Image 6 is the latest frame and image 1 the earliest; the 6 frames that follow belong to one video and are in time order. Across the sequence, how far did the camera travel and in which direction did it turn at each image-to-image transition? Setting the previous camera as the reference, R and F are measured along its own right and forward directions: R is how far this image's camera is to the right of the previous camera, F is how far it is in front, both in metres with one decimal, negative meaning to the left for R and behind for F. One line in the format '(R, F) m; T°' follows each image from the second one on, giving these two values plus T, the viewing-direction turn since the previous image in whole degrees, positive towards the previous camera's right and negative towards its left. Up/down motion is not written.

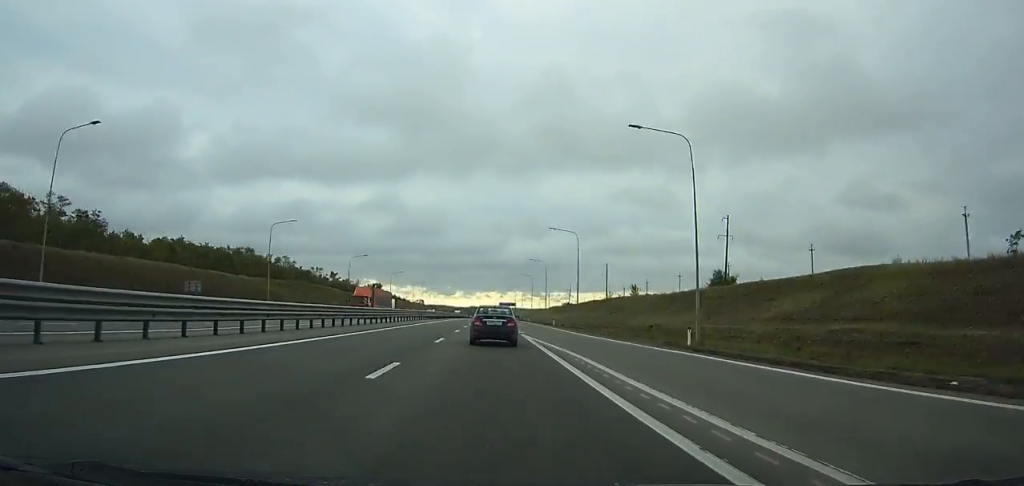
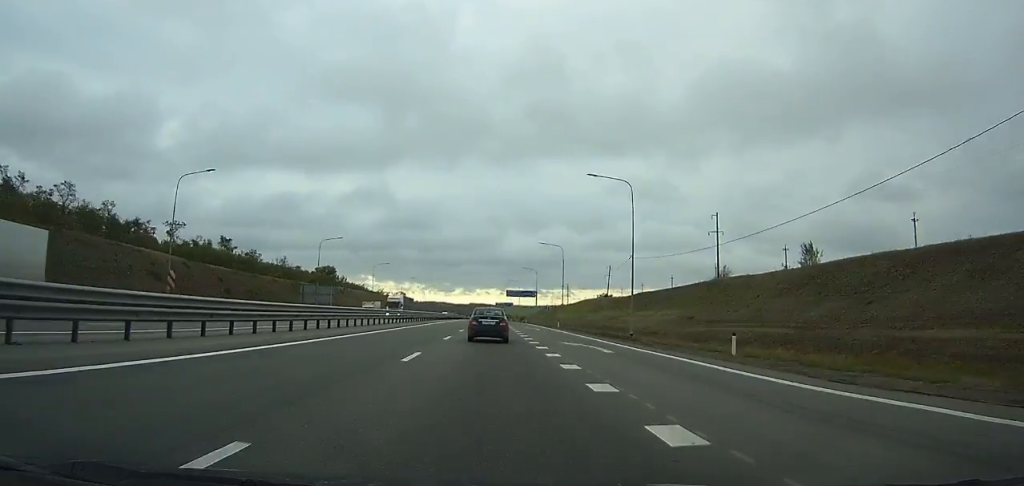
(+0.3, +103.2) m; 0°
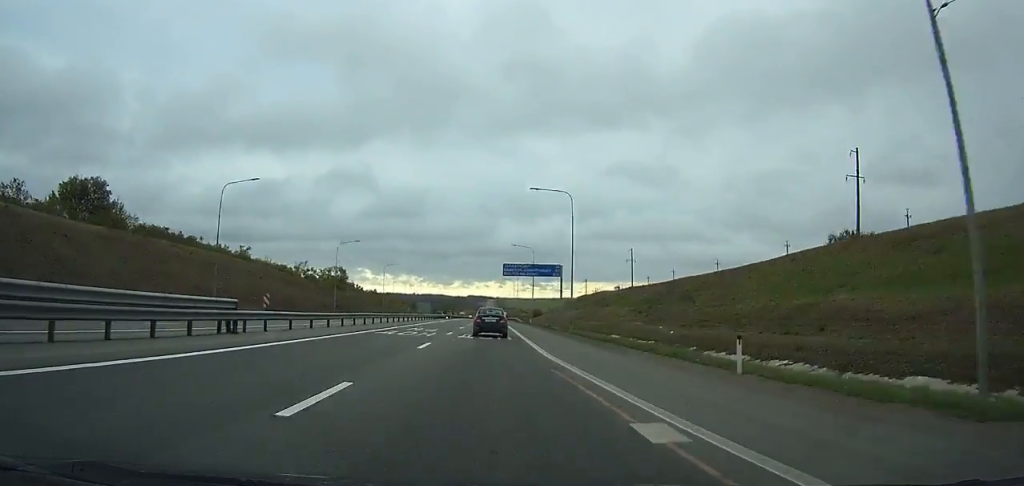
(-0.1, +147.9) m; 0°
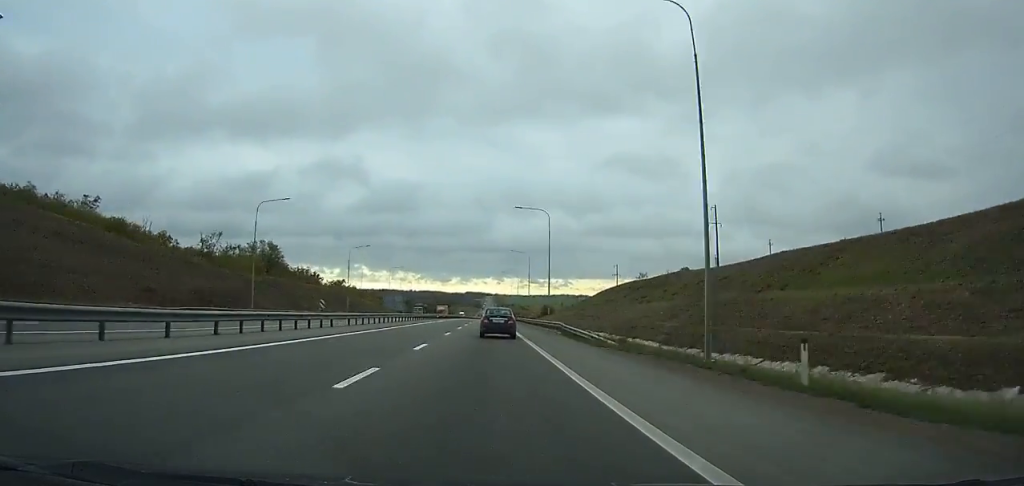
(0.0, +69.7) m; 0°
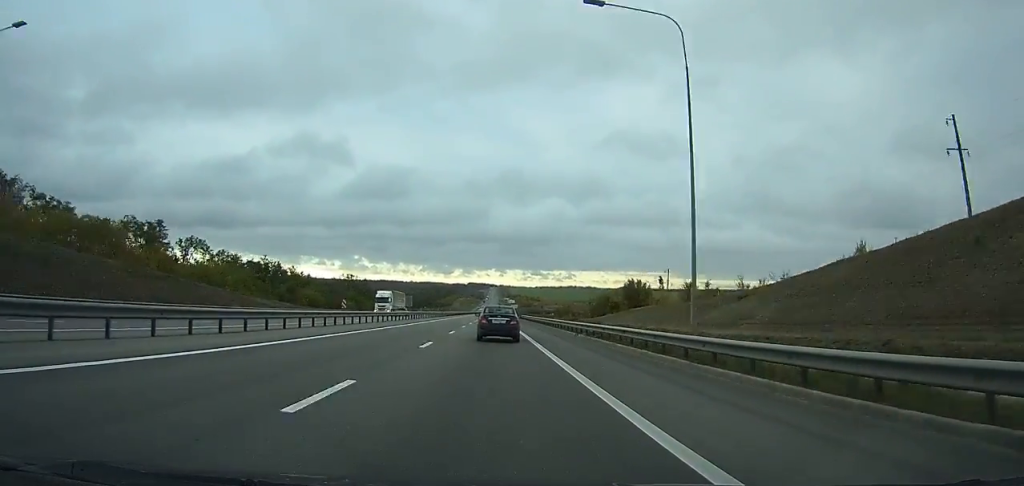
(-0.3, +156.5) m; 0°
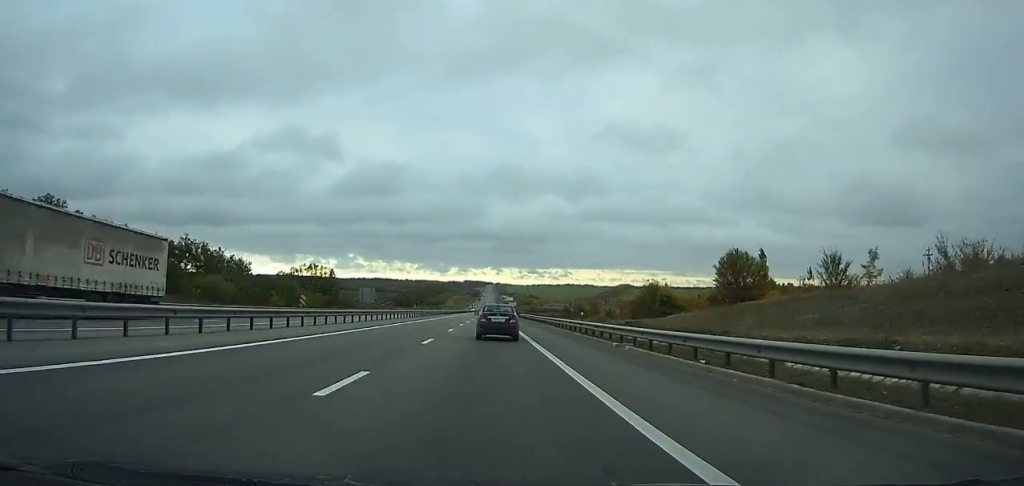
(0.0, +45.8) m; 0°
